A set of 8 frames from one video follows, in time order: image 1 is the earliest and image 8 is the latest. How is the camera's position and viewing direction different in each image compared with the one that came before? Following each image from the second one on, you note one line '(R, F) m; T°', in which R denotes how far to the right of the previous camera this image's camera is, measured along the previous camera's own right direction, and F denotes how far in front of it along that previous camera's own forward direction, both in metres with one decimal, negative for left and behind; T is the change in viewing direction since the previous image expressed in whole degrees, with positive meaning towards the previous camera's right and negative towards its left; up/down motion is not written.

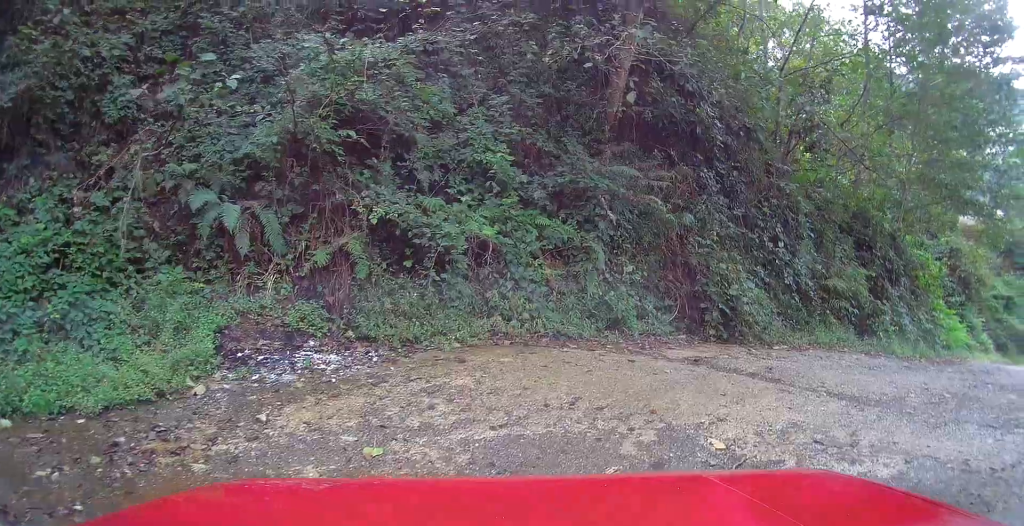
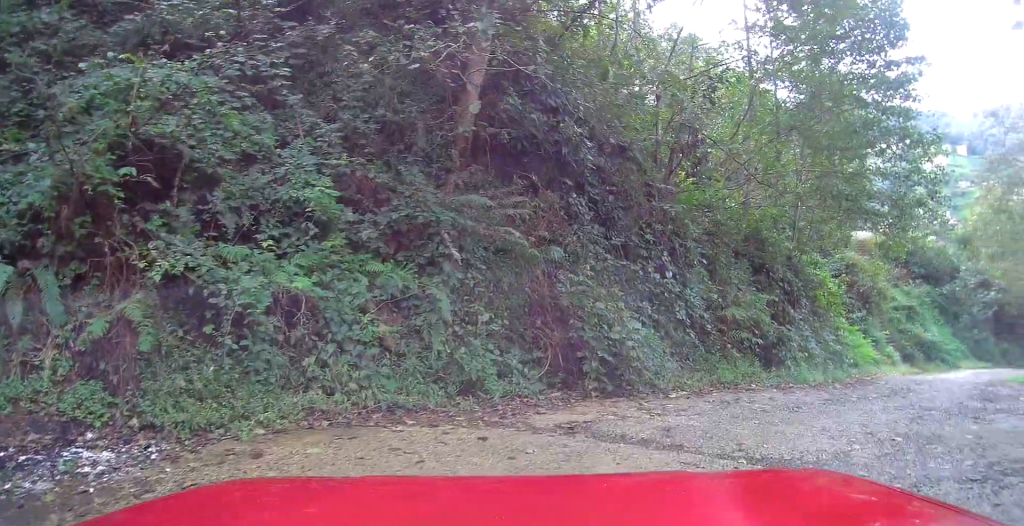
(+0.1, +1.1) m; +10°
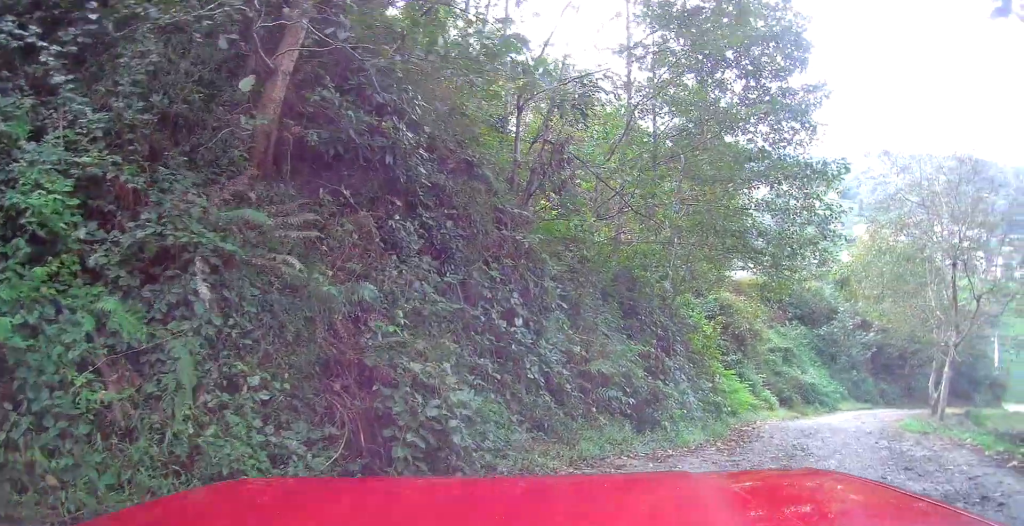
(+0.2, +1.6) m; +14°
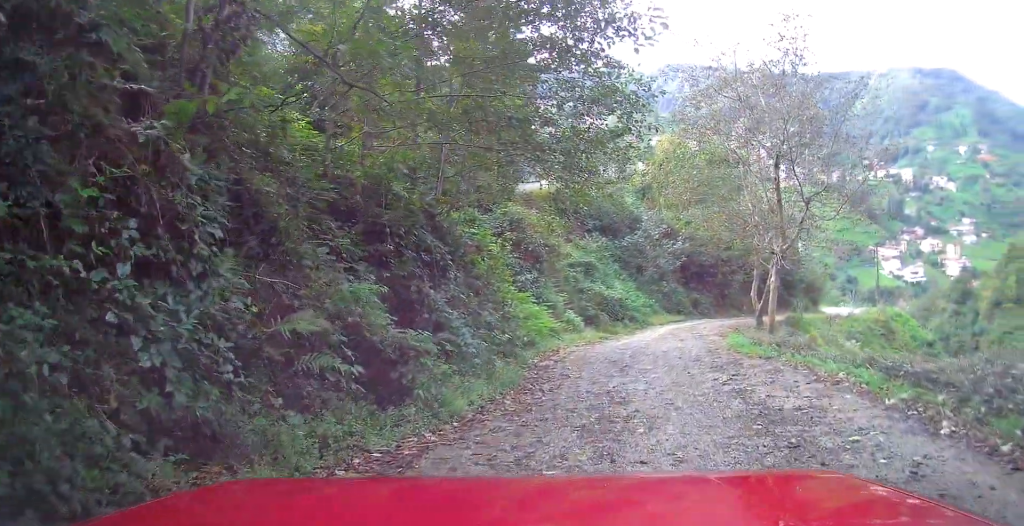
(+0.5, +2.7) m; +18°
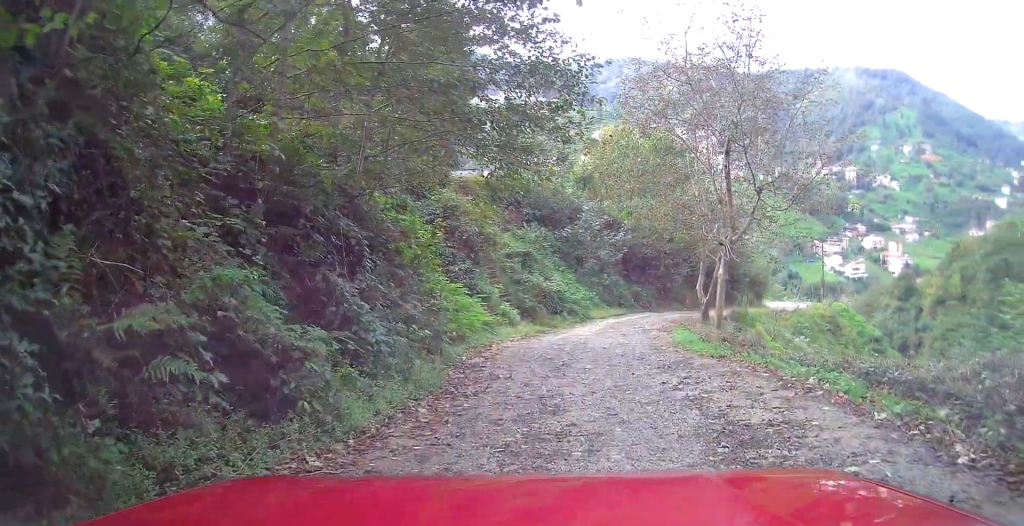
(+0.1, +1.1) m; +3°
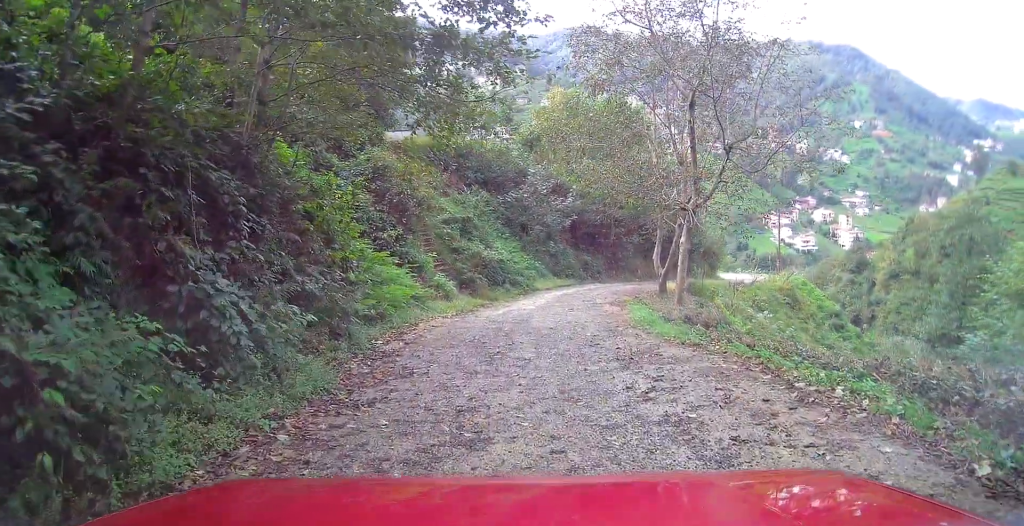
(+0.1, +2.0) m; +2°
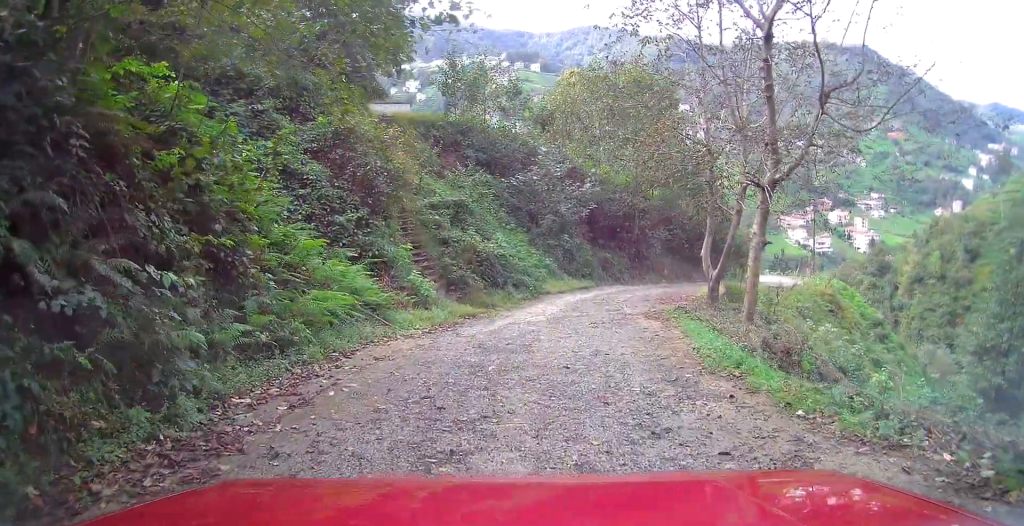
(-0.1, +4.5) m; -5°
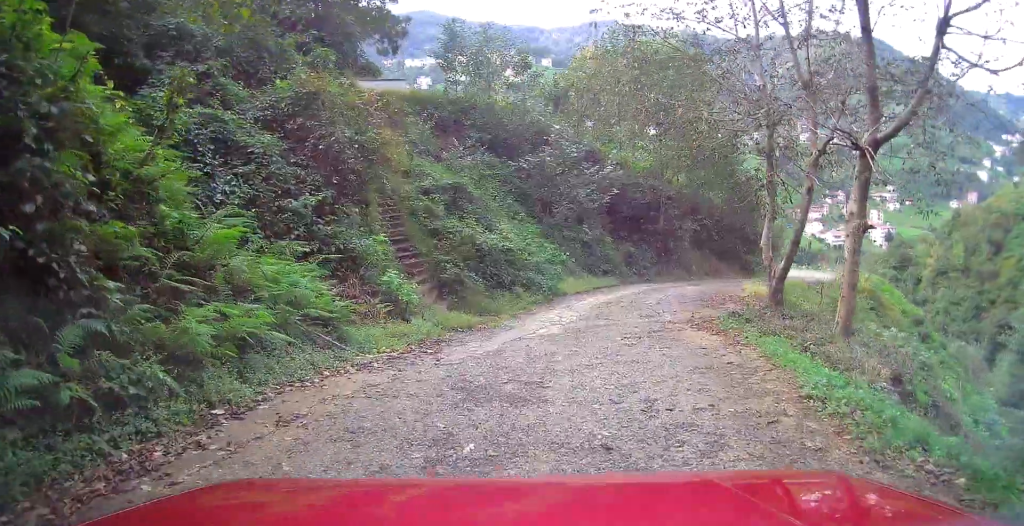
(-0.1, +2.8) m; -3°
